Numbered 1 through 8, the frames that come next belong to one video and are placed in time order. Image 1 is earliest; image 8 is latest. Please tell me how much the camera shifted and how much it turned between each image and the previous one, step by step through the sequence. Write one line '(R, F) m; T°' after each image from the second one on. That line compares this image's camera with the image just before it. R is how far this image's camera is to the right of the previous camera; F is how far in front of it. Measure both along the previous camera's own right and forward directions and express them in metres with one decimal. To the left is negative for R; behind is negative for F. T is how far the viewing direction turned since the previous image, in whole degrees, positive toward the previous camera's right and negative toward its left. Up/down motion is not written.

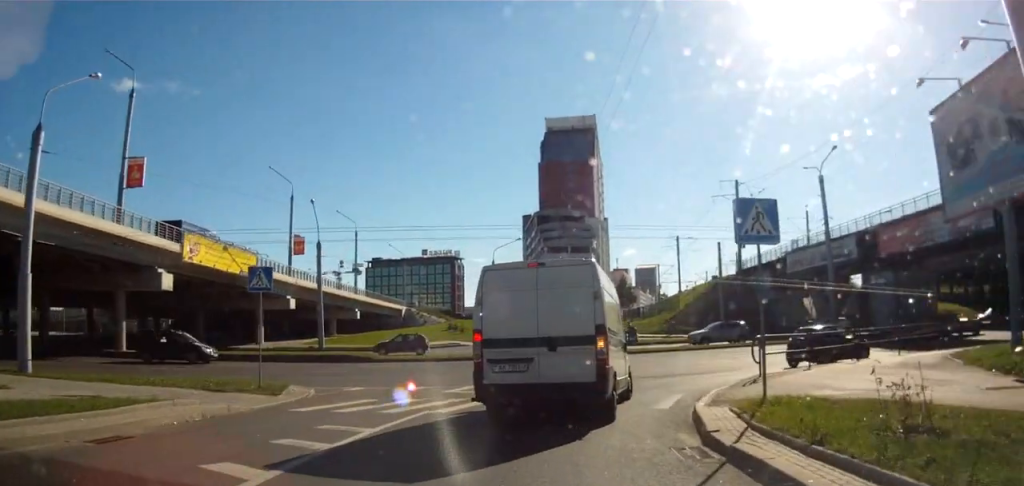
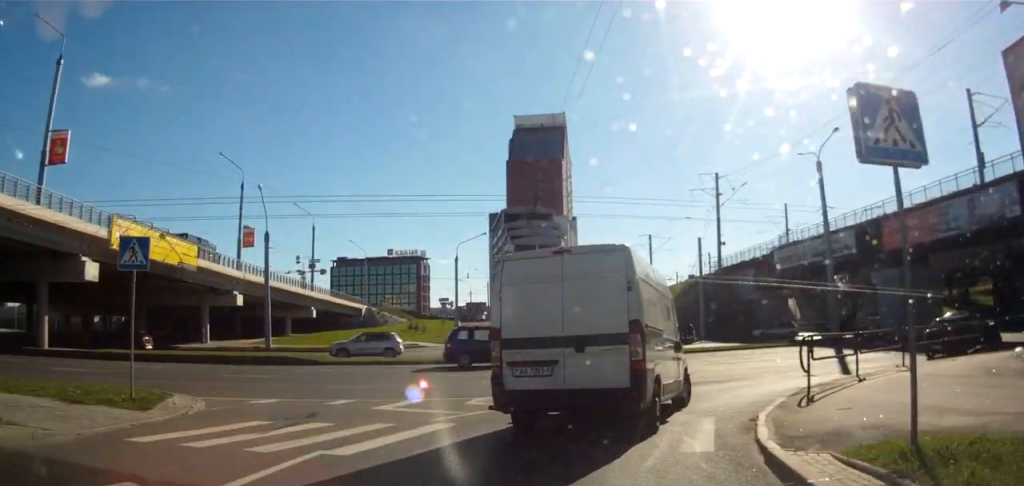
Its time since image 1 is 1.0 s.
(-0.1, +5.4) m; +3°
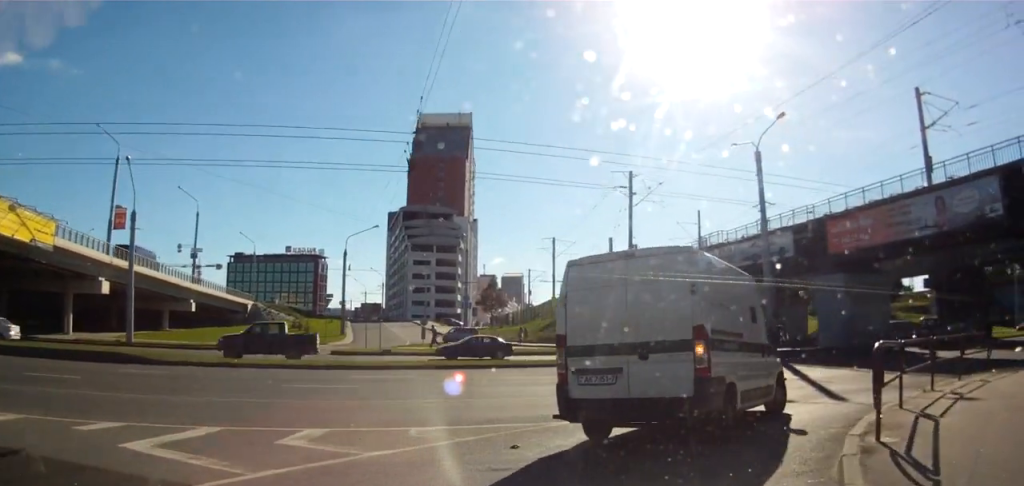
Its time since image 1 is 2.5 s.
(+0.4, +6.7) m; +5°
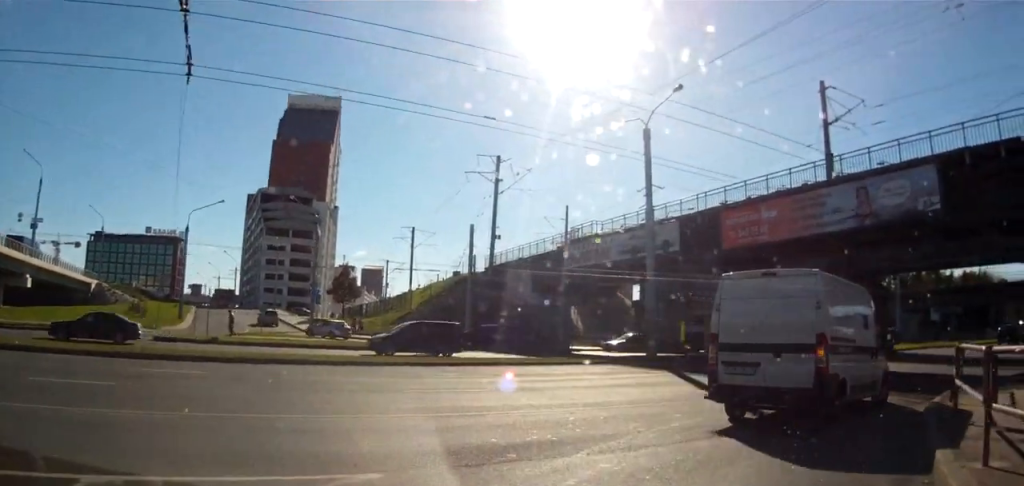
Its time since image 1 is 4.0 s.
(+0.4, +5.6) m; +13°
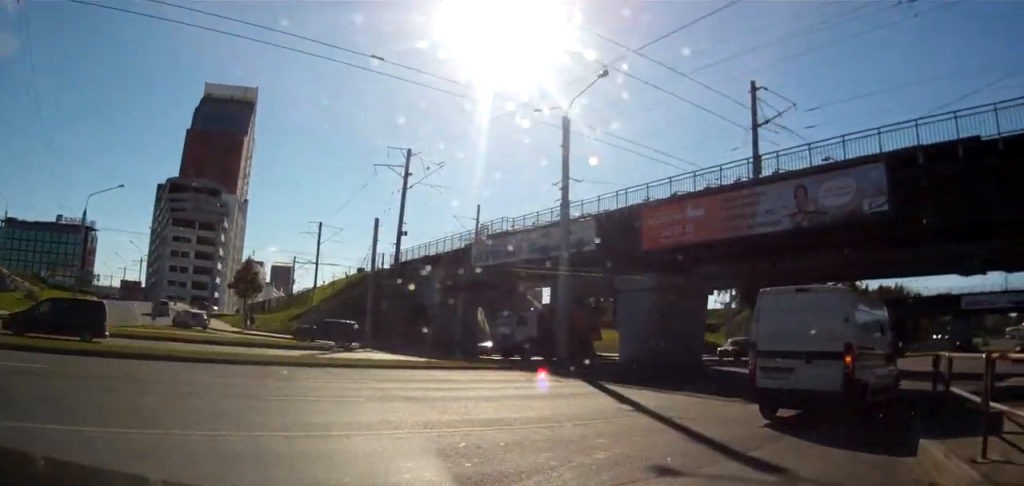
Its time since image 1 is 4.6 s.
(+0.2, +2.4) m; +10°
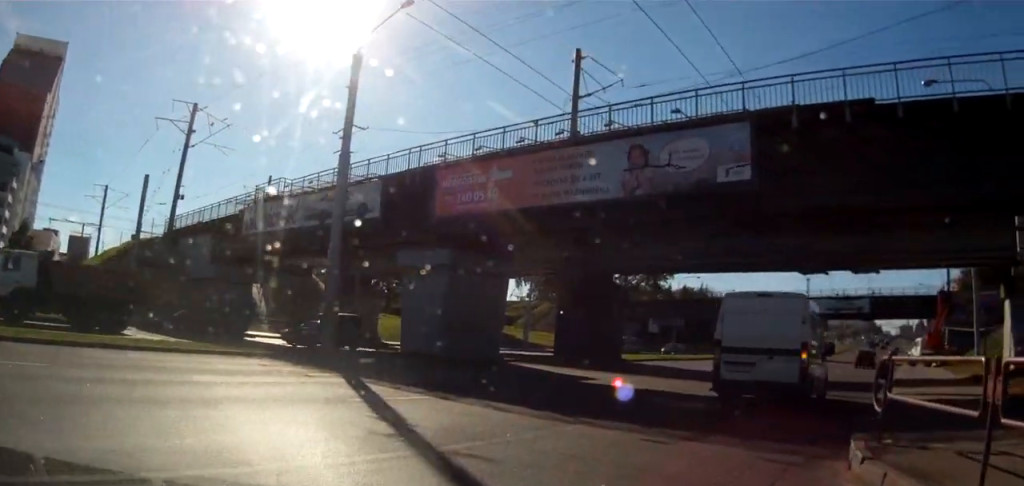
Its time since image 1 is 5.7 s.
(+0.7, +4.4) m; +14°
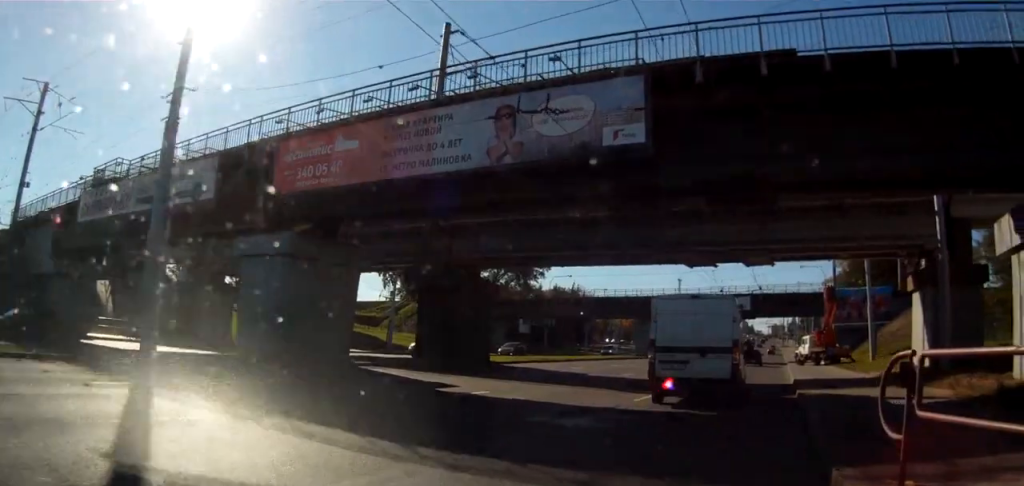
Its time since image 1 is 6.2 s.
(+0.2, +2.6) m; +8°
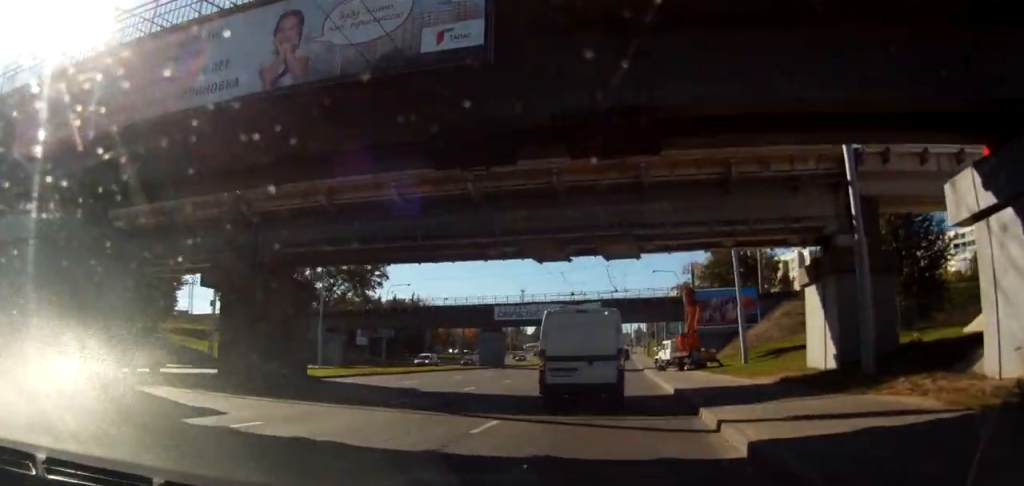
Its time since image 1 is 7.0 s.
(0.0, +3.8) m; +12°
